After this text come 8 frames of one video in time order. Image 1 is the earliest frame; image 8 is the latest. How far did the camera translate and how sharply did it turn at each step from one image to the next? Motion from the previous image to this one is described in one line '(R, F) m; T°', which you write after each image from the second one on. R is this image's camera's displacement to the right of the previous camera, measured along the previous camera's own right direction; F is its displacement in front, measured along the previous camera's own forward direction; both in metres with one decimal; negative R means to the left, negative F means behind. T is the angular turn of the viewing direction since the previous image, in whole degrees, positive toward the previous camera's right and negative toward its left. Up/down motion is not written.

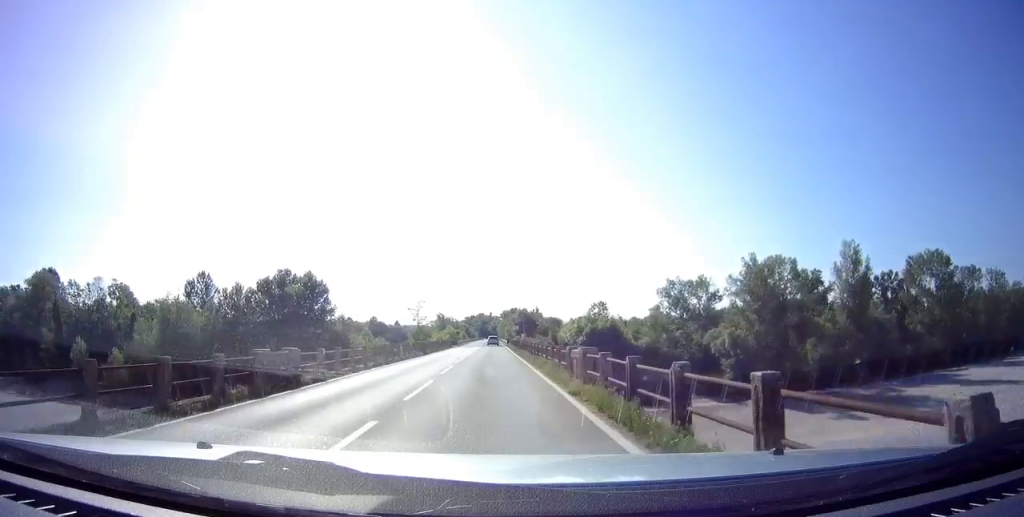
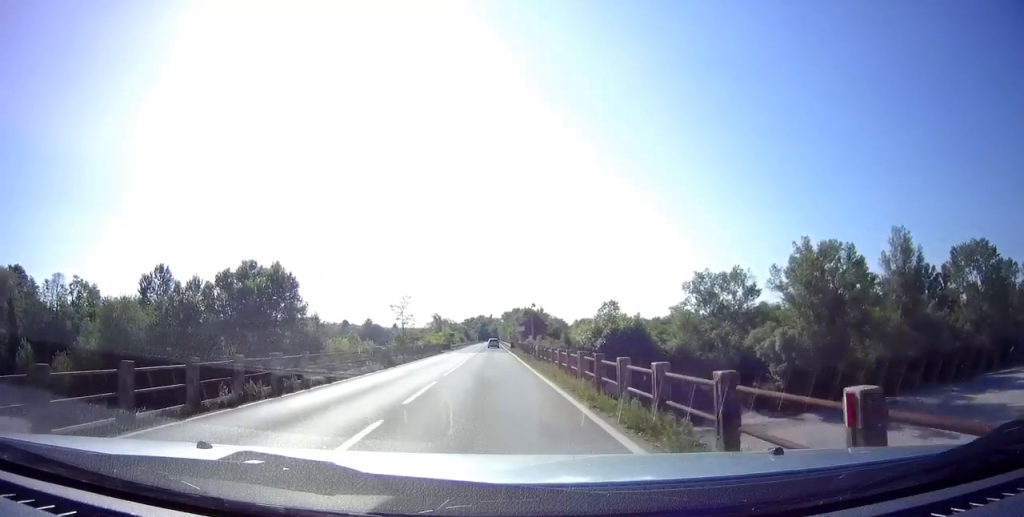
(-0.3, +13.3) m; 0°
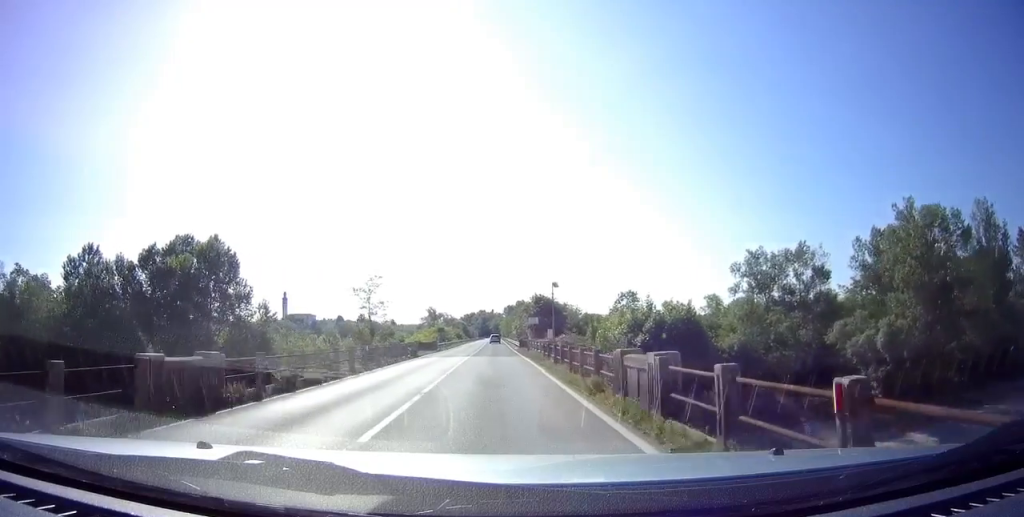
(+0.3, +18.3) m; +1°
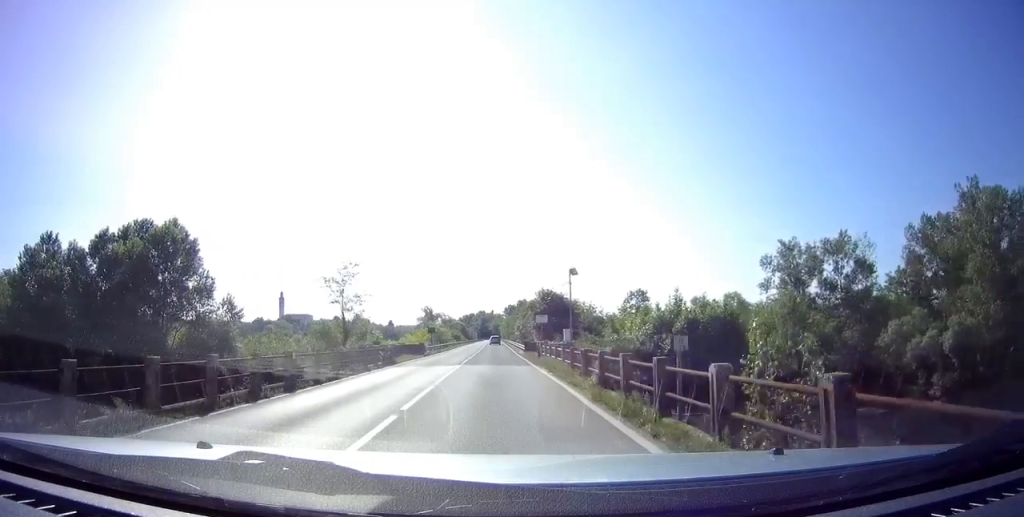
(0.0, +9.2) m; 0°
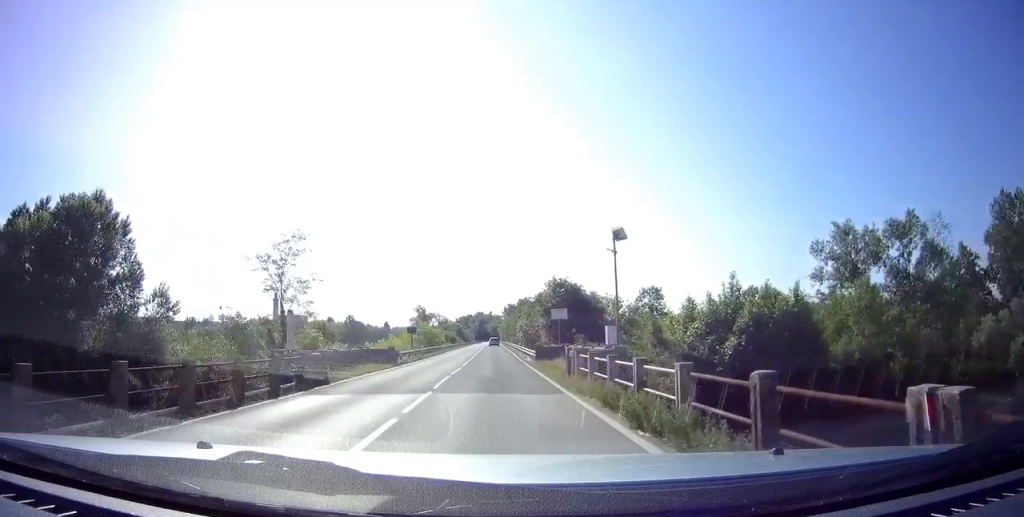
(0.0, +11.3) m; 0°
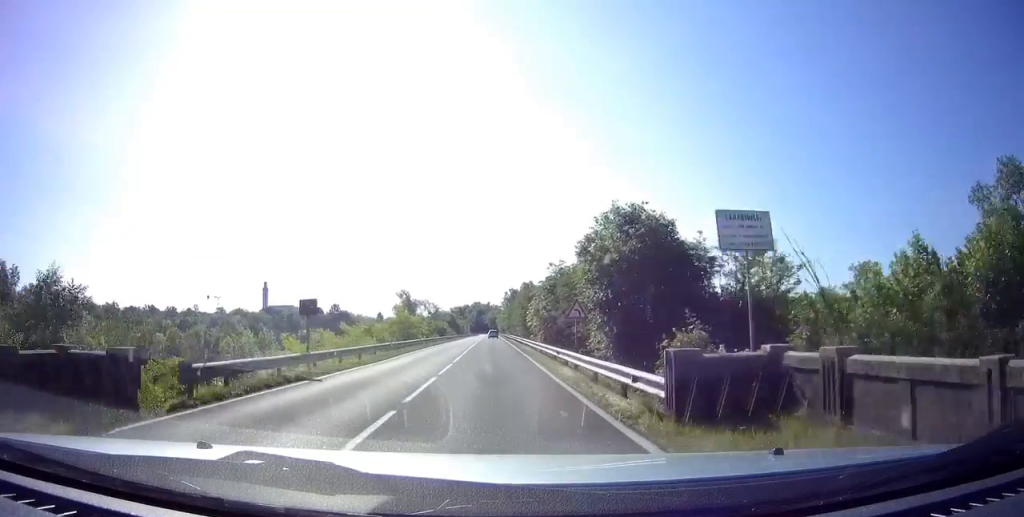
(0.0, +22.0) m; 0°
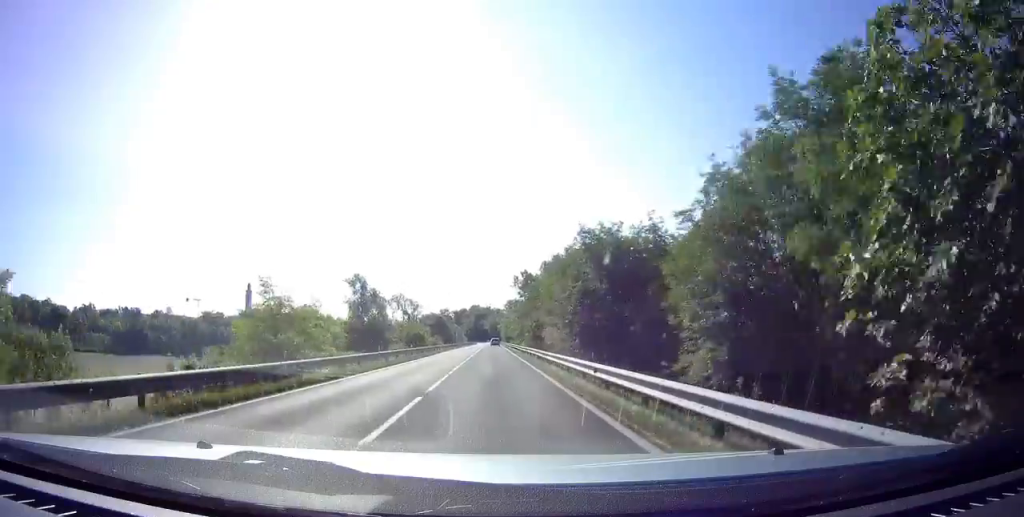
(0.0, +40.3) m; 0°
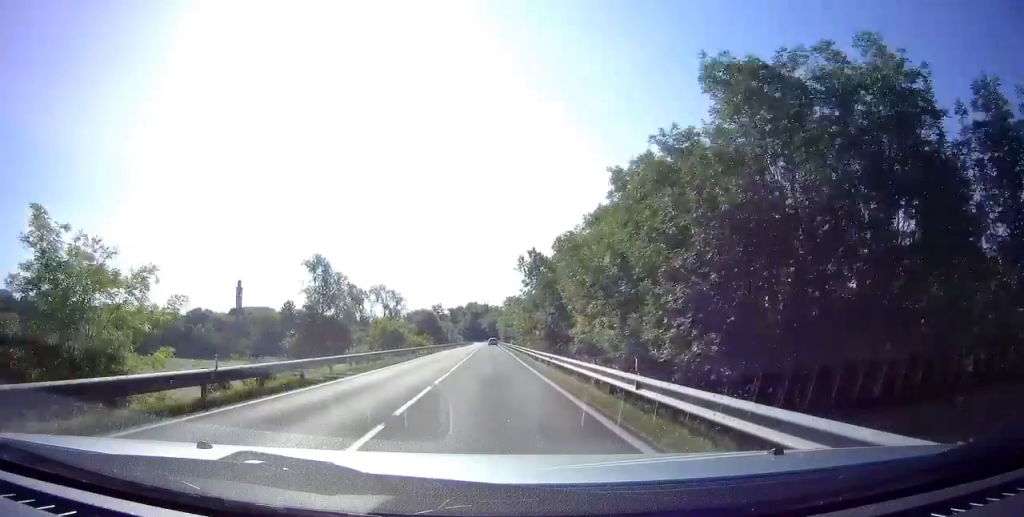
(0.0, +14.7) m; 0°
